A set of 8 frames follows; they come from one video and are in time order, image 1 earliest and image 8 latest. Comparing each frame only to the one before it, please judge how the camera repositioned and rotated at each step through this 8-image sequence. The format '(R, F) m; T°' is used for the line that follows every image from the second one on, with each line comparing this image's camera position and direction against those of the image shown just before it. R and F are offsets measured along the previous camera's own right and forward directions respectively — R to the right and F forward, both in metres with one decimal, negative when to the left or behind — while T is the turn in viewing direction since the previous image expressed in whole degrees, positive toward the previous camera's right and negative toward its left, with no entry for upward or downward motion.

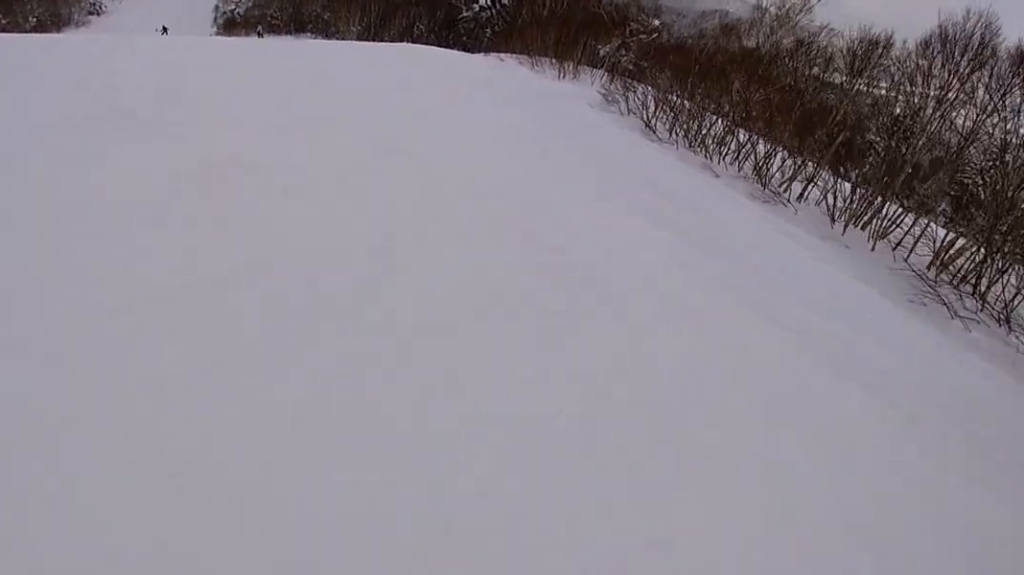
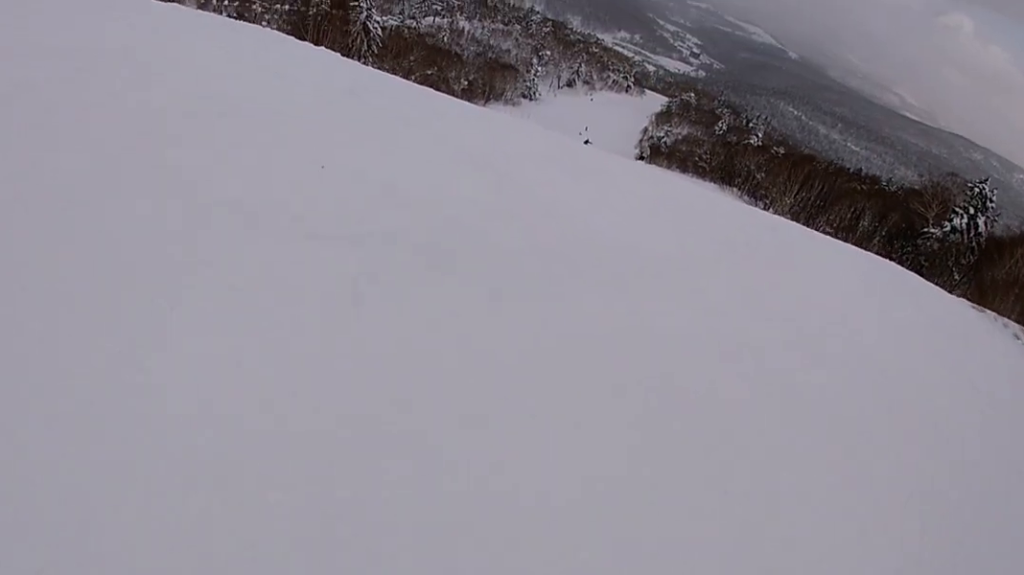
(-4.9, +13.4) m; -45°
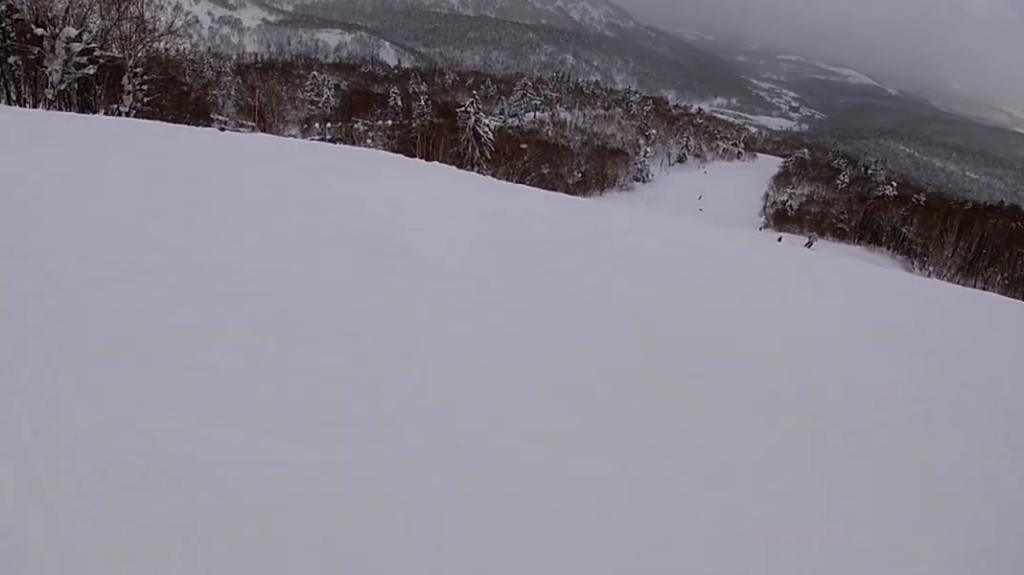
(-2.1, +8.0) m; -15°
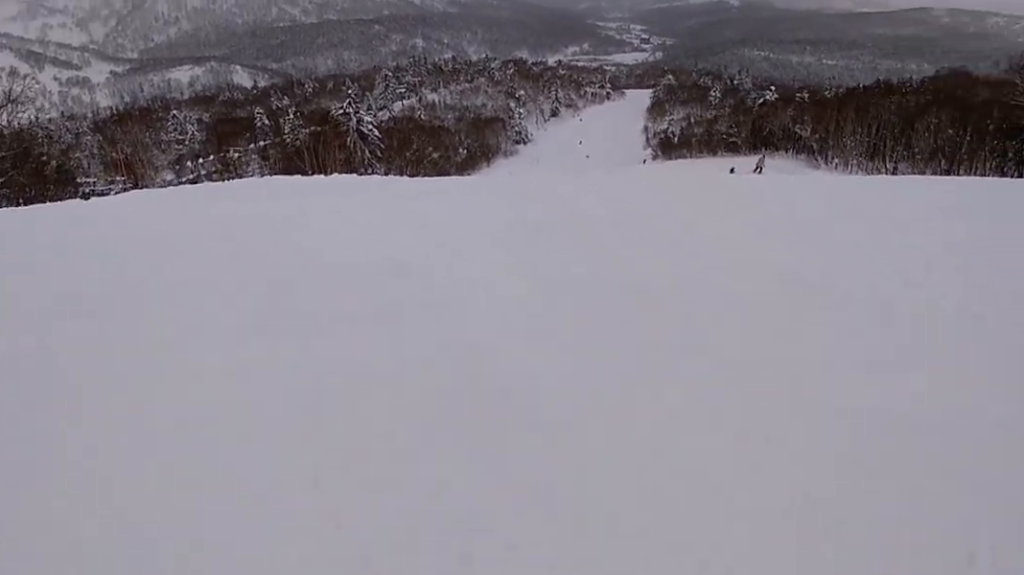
(0.0, +5.4) m; +1°
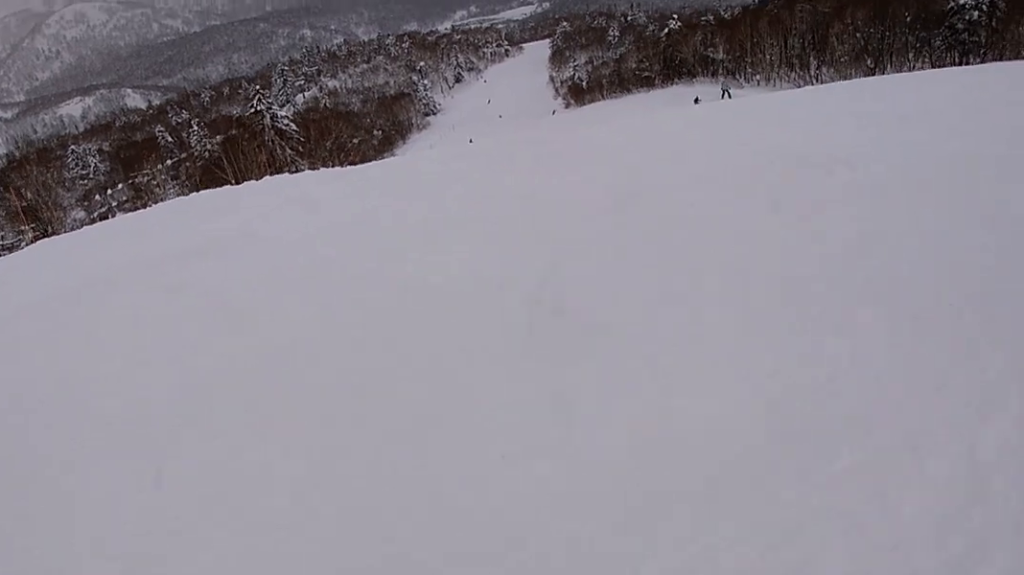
(0.0, +4.5) m; +1°
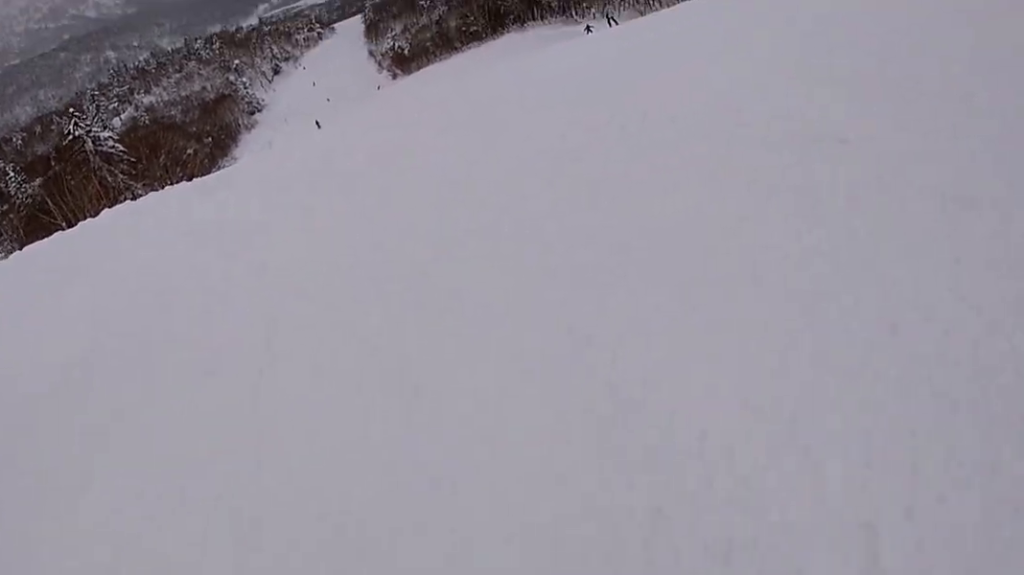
(0.0, +6.7) m; +16°
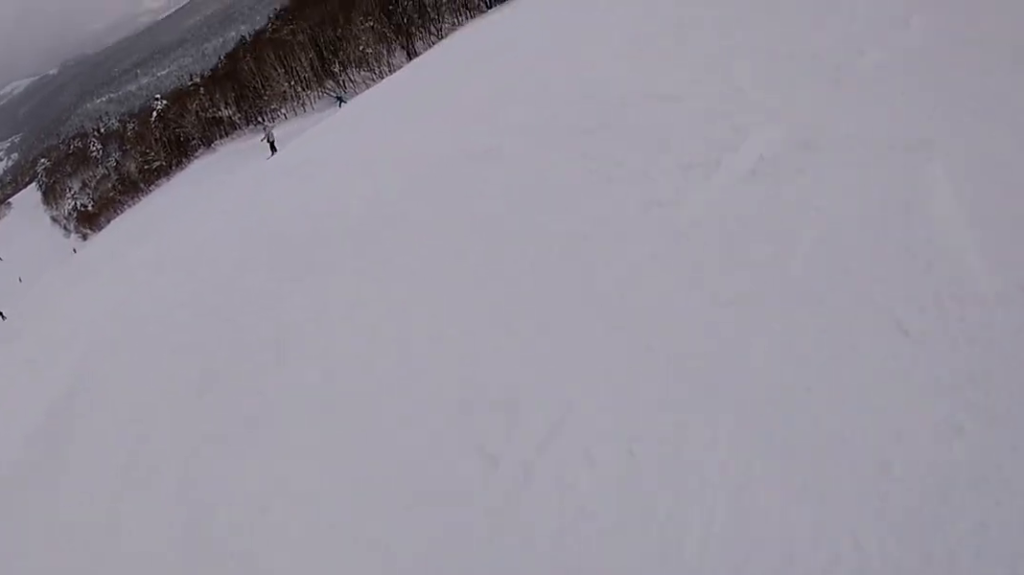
(+4.4, +11.8) m; +35°
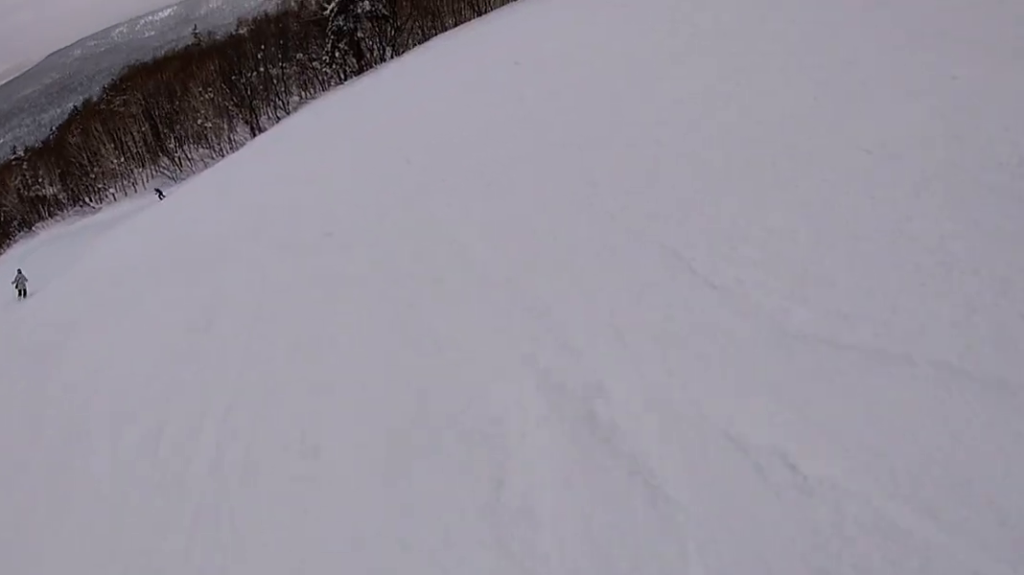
(+0.5, +7.8) m; +16°
